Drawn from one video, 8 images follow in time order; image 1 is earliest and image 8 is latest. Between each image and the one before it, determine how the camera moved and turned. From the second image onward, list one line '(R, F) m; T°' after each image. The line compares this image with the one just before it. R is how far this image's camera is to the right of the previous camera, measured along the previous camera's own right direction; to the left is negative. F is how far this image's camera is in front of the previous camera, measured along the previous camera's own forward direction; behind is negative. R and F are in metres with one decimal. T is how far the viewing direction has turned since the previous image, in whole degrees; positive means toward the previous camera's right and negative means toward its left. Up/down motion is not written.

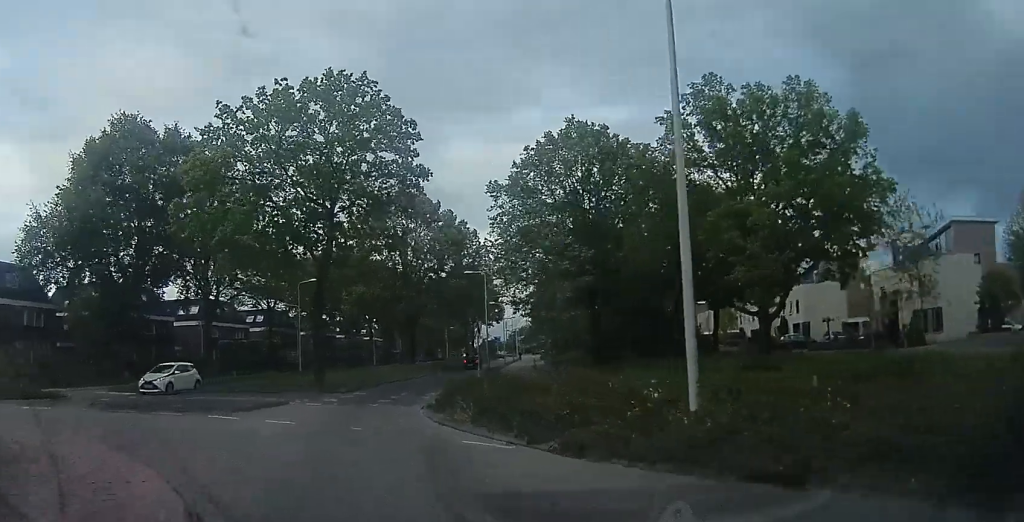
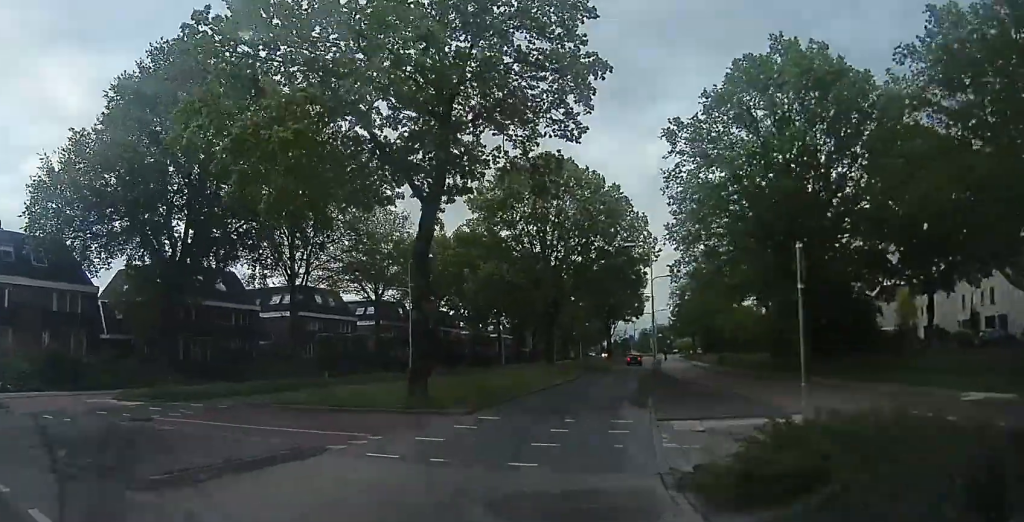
(-1.0, +10.7) m; -6°
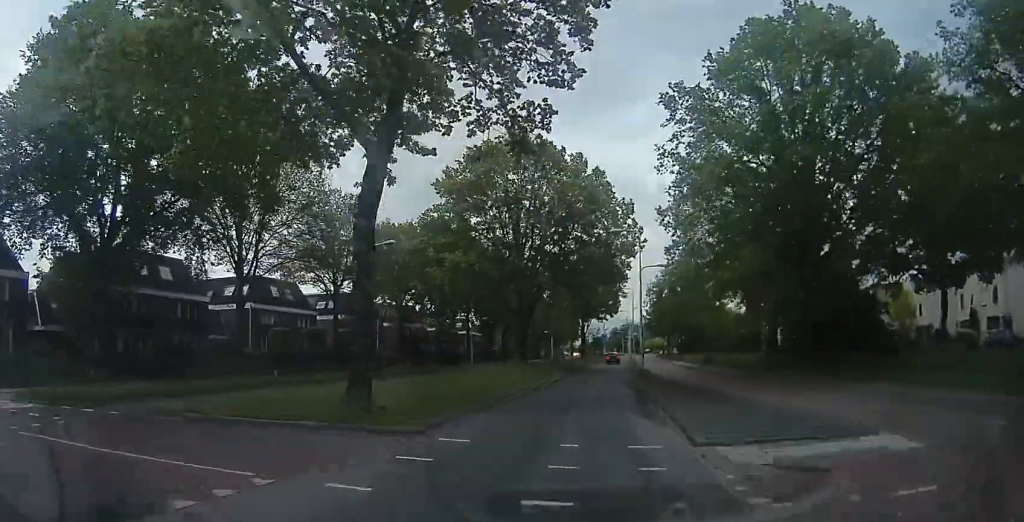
(0.0, +3.8) m; +2°
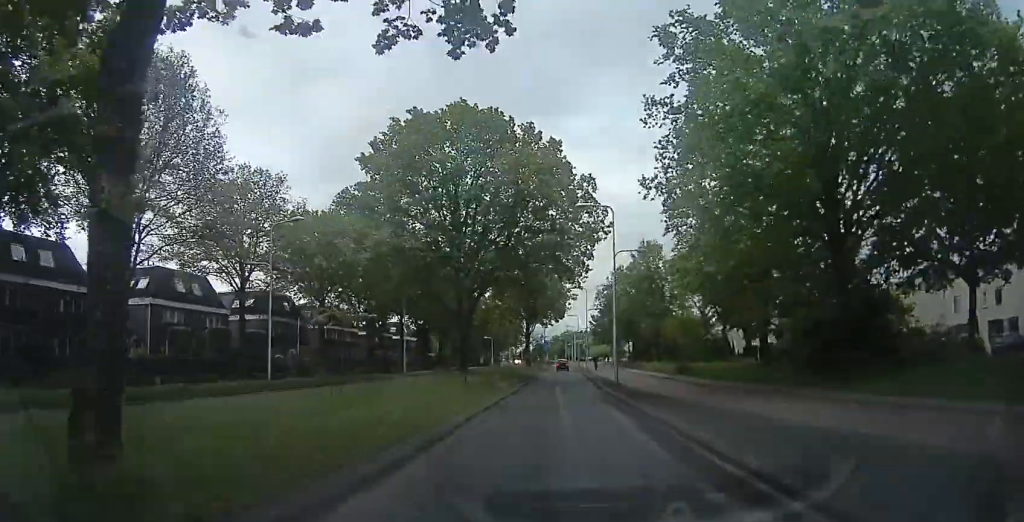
(+0.2, +6.7) m; +3°
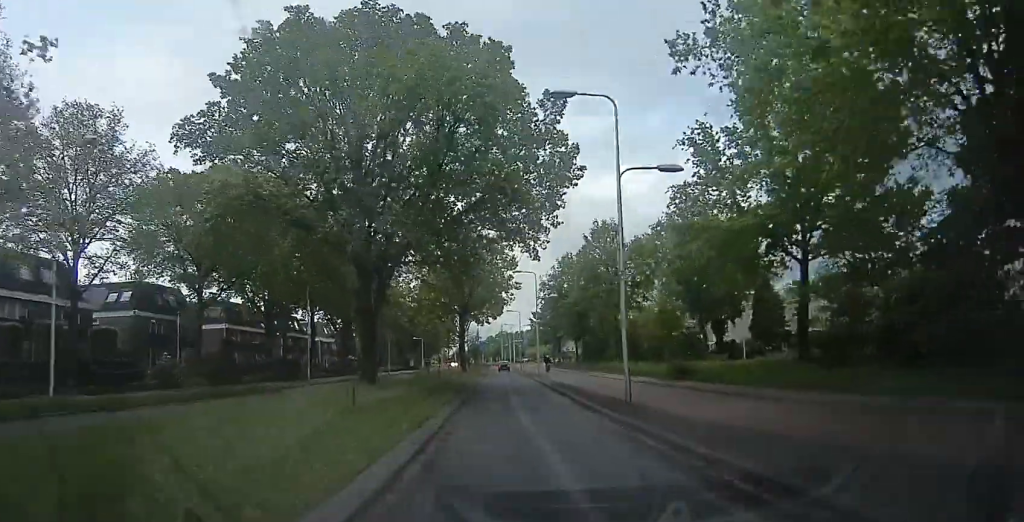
(+0.4, +10.7) m; +2°
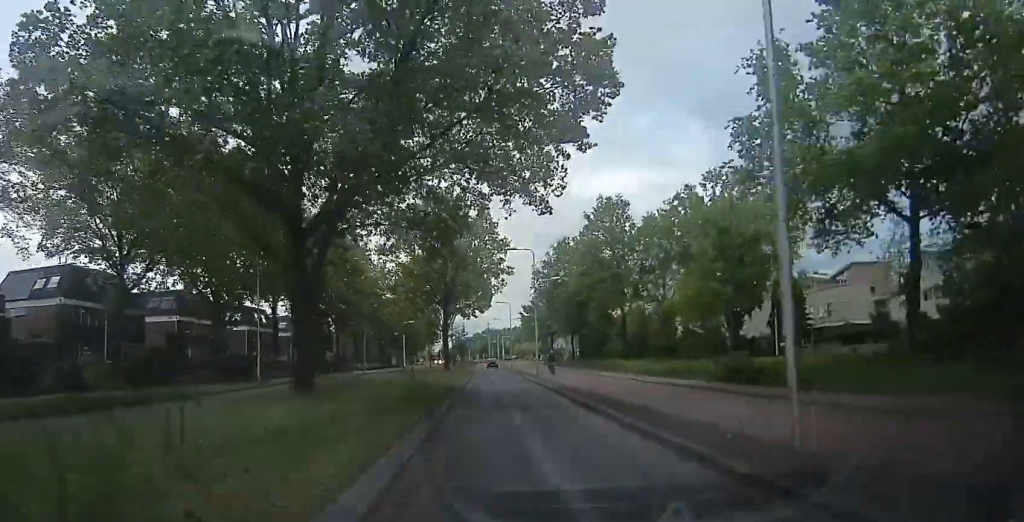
(0.0, +7.4) m; 0°
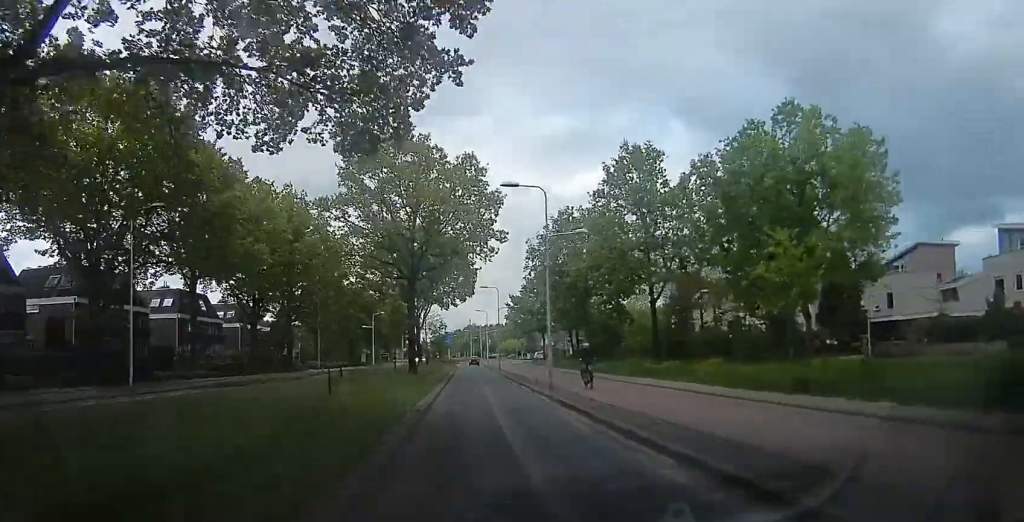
(0.0, +13.0) m; 0°
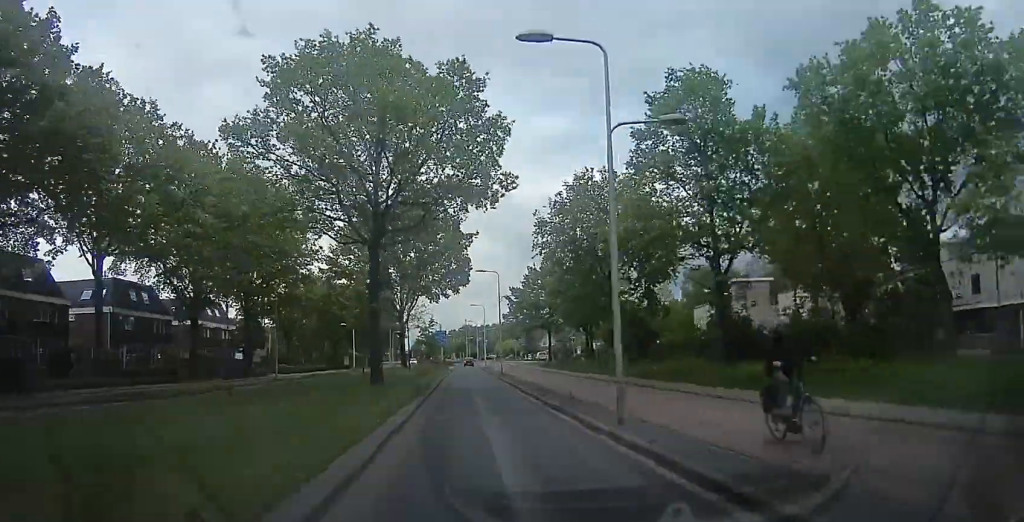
(0.0, +11.5) m; 0°
